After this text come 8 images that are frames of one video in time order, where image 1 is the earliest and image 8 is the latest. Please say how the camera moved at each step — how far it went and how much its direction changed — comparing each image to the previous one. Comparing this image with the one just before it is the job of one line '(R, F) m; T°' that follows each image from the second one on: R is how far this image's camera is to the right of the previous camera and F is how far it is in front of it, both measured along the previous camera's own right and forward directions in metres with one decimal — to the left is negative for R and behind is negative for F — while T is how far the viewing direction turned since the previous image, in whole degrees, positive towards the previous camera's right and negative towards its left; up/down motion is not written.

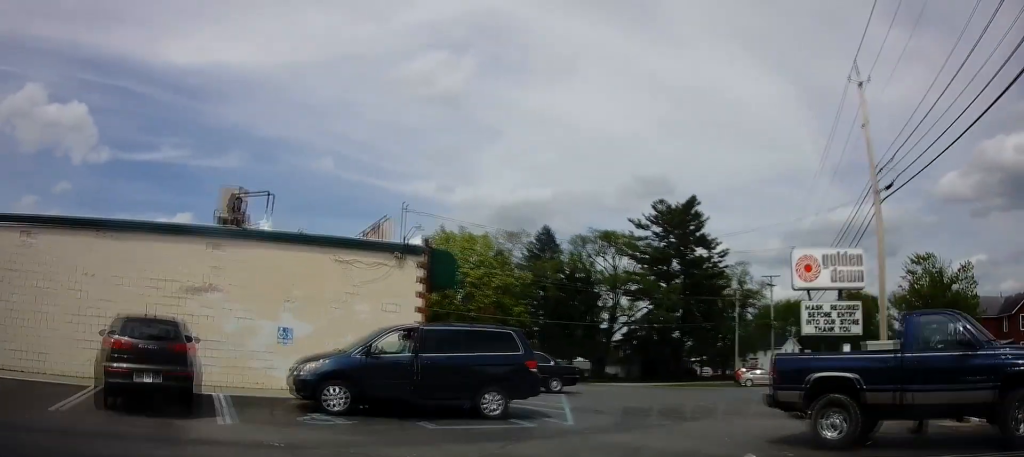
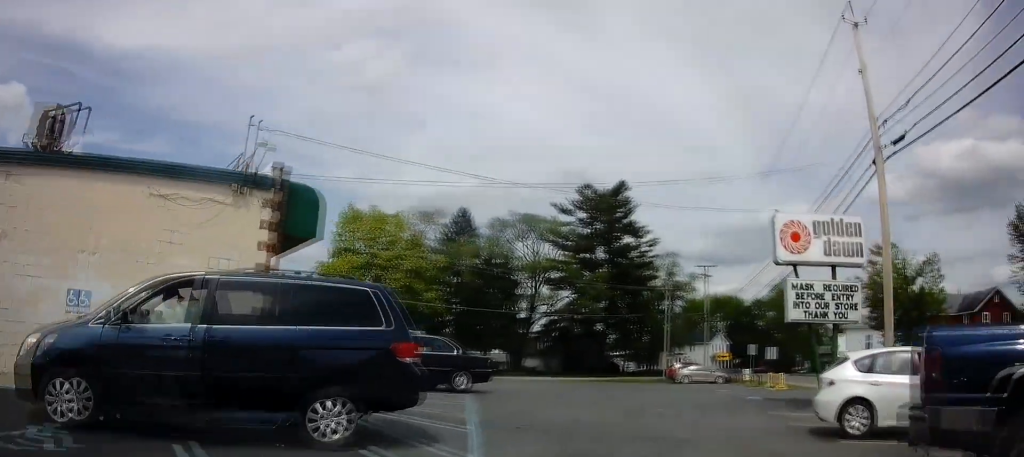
(+0.1, +5.5) m; +4°
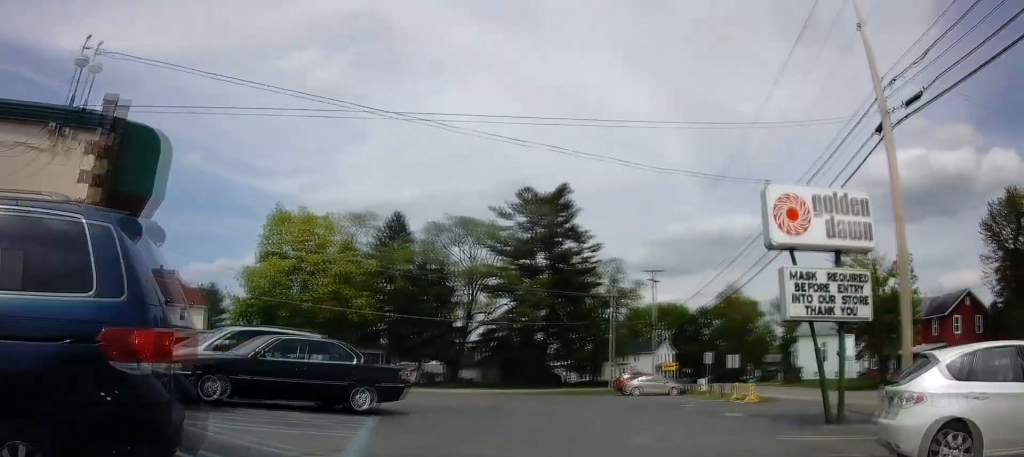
(+0.2, +4.5) m; 0°
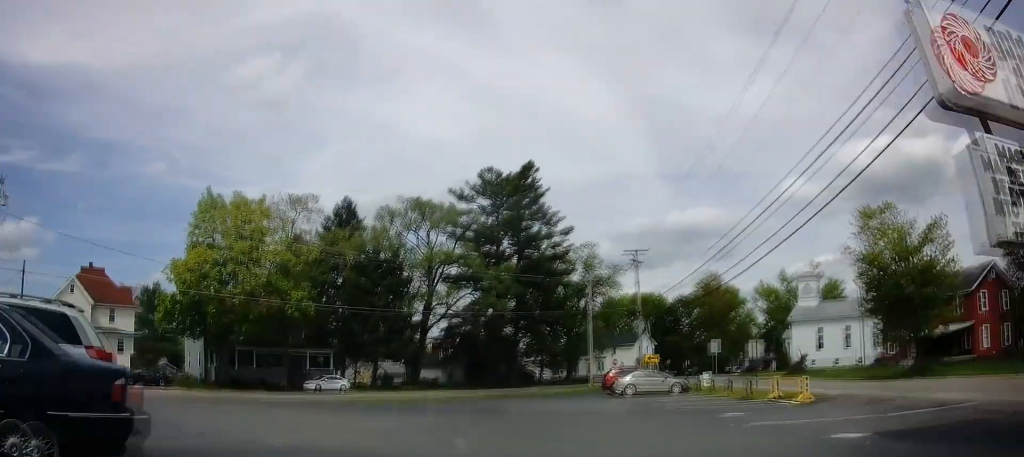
(-0.1, +8.5) m; -10°
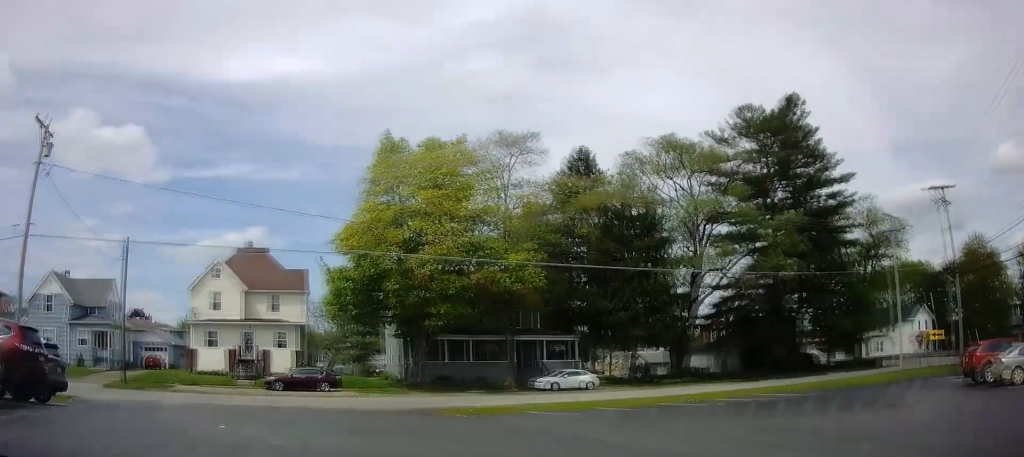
(-3.4, +12.9) m; -26°
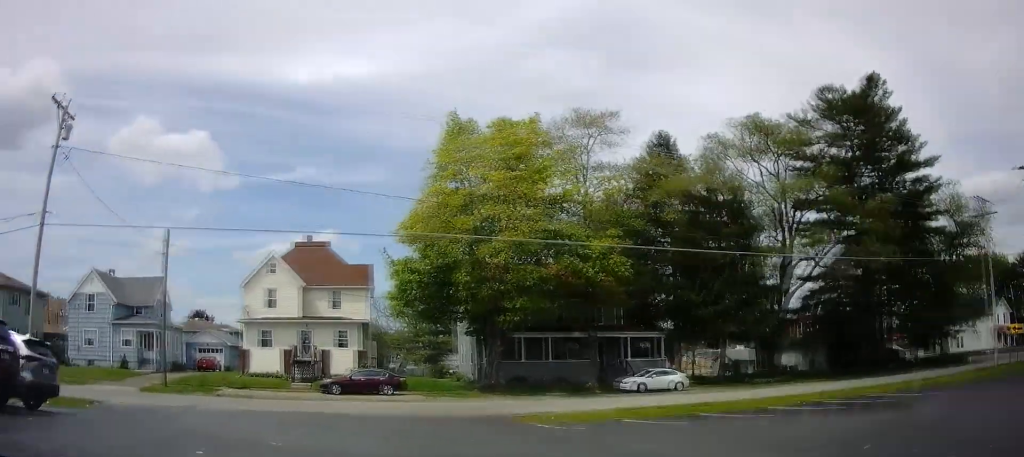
(-0.2, +3.4) m; -2°
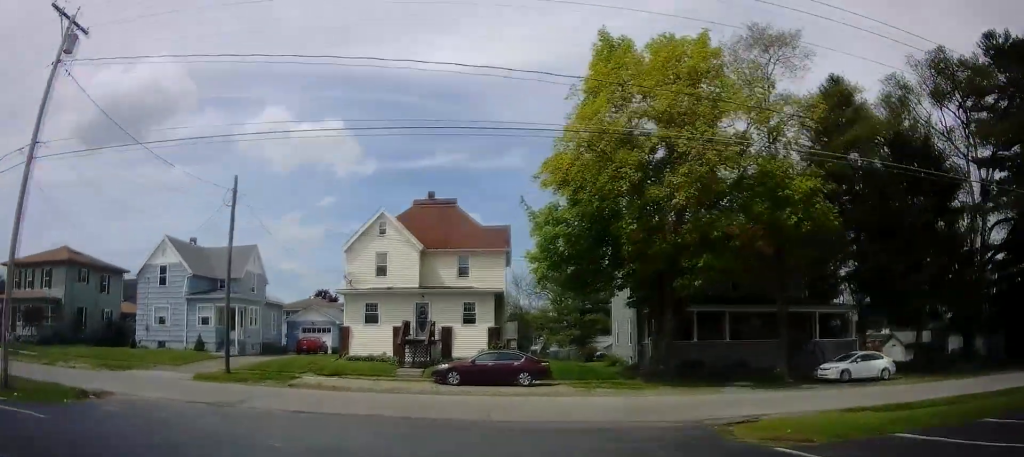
(-0.2, +7.8) m; +4°
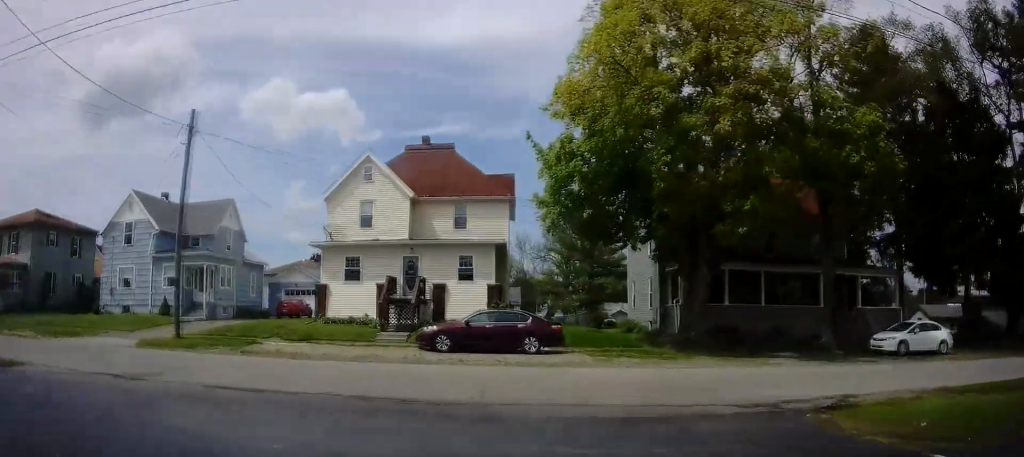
(+0.2, +3.7) m; +10°
